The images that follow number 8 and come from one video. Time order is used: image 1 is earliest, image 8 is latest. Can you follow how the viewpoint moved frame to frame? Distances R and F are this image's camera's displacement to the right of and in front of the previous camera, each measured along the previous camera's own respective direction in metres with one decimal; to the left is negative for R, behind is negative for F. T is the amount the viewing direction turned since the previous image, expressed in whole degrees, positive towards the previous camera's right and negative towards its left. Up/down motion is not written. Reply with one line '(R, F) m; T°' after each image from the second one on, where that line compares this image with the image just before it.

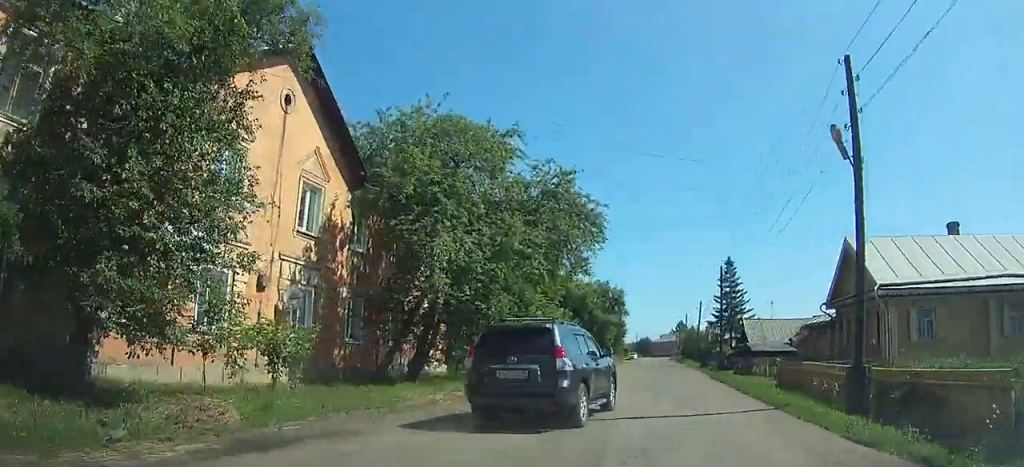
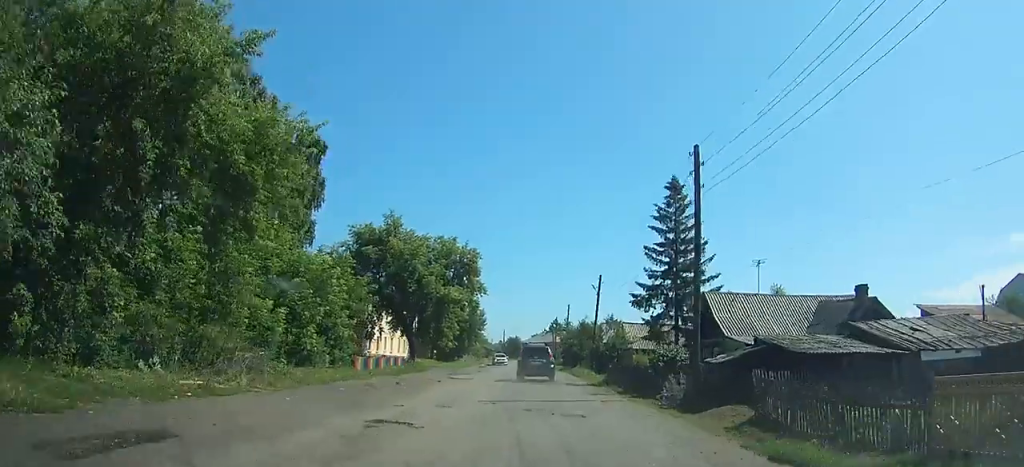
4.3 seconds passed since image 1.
(+0.6, +22.6) m; +4°
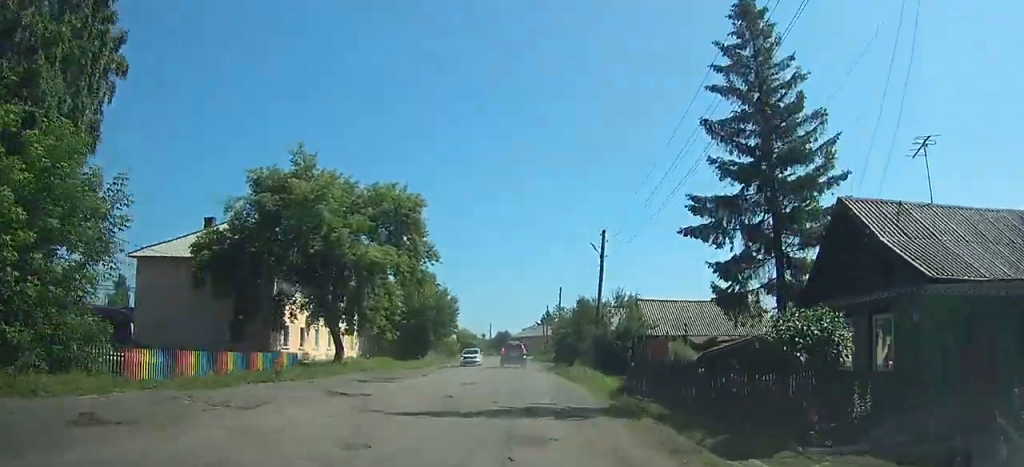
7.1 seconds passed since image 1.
(+0.2, +14.1) m; +1°
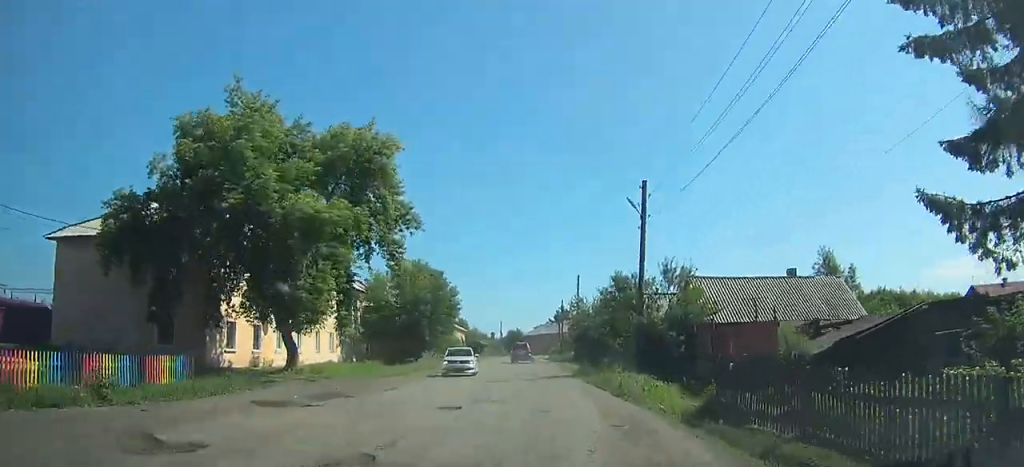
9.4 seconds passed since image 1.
(0.0, +9.8) m; 0°
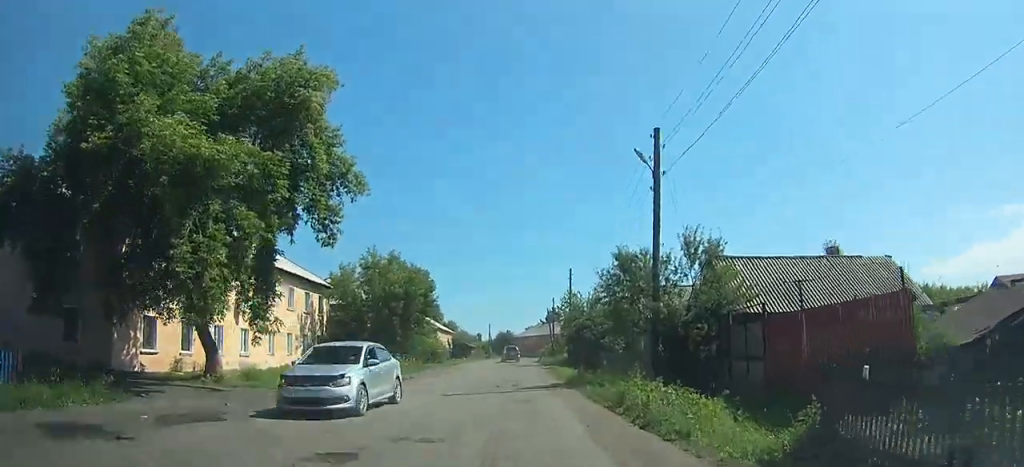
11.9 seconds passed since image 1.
(0.0, +9.5) m; -1°
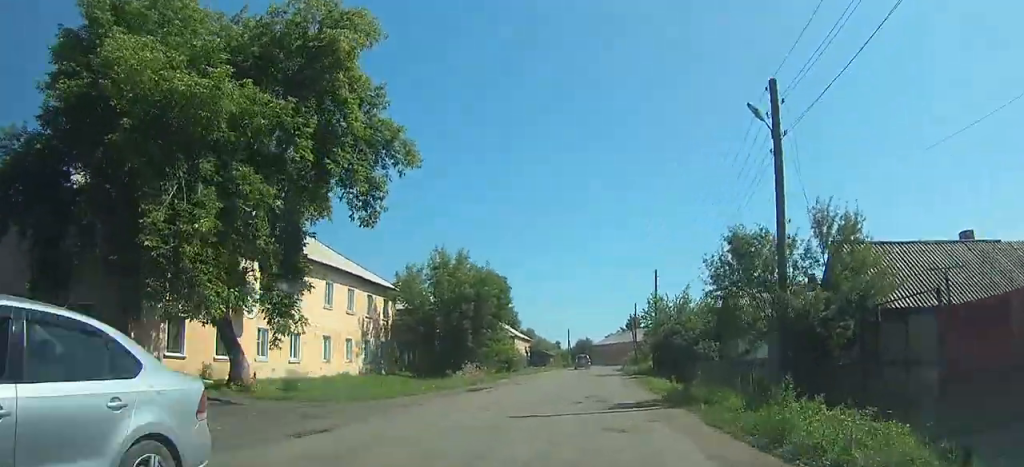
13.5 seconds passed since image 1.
(0.0, +5.9) m; -1°
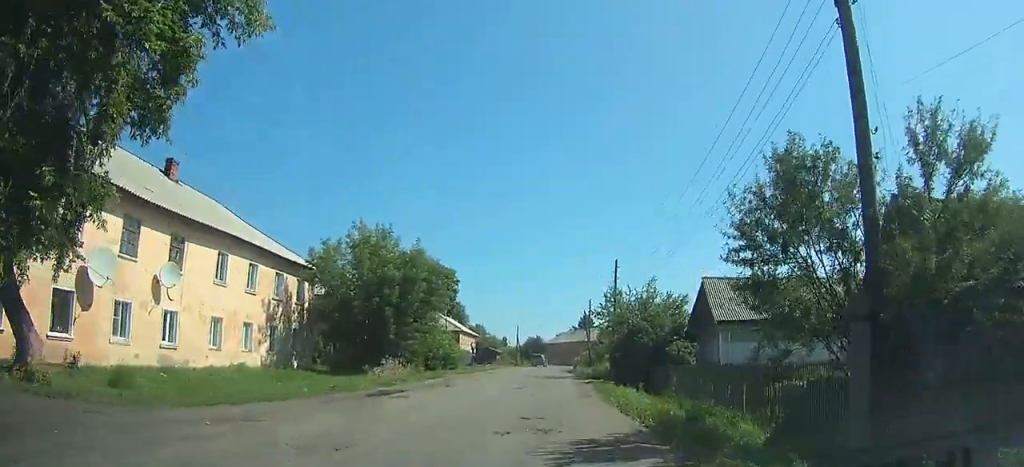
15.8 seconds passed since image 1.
(-0.1, +8.5) m; -2°
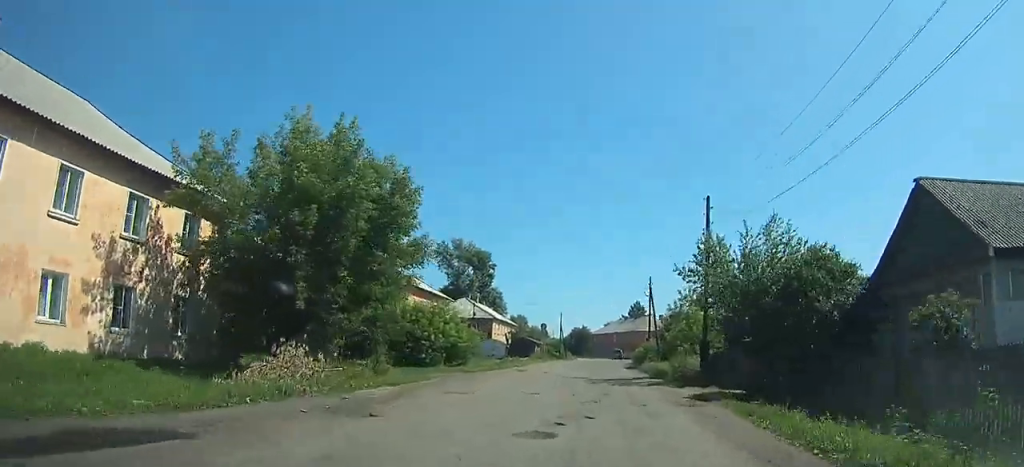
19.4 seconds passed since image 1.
(-0.2, +14.7) m; 0°
